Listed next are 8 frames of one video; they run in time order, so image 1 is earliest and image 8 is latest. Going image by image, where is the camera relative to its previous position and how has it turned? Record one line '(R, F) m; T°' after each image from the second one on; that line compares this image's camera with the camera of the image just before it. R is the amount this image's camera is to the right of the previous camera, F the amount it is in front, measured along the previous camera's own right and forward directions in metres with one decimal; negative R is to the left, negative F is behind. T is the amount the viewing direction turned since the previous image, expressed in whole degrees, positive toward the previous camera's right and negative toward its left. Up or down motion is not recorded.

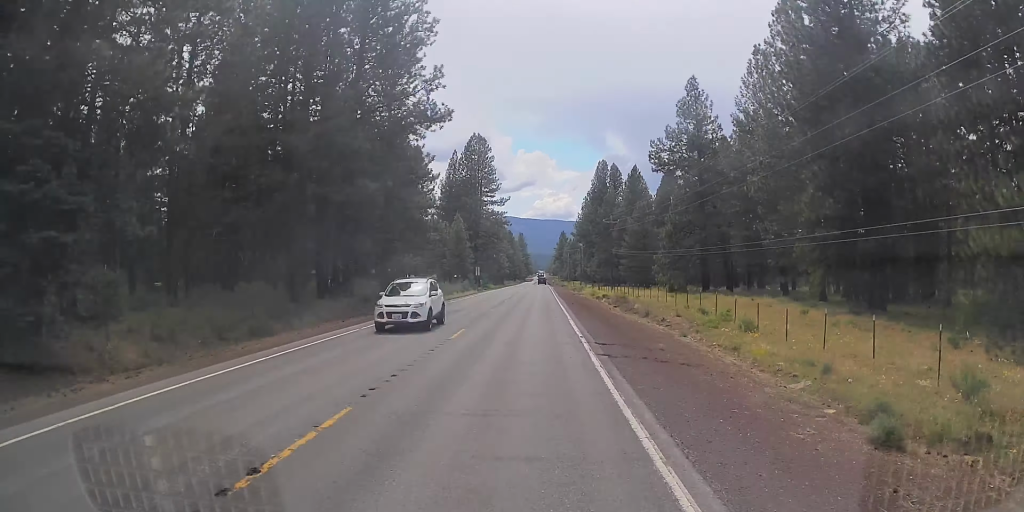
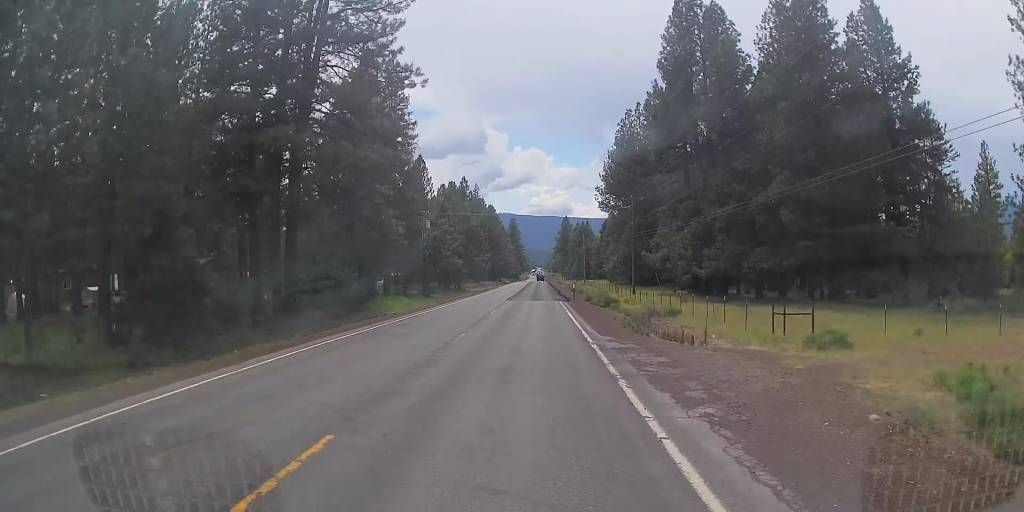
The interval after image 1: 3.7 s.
(-0.3, +95.1) m; 0°
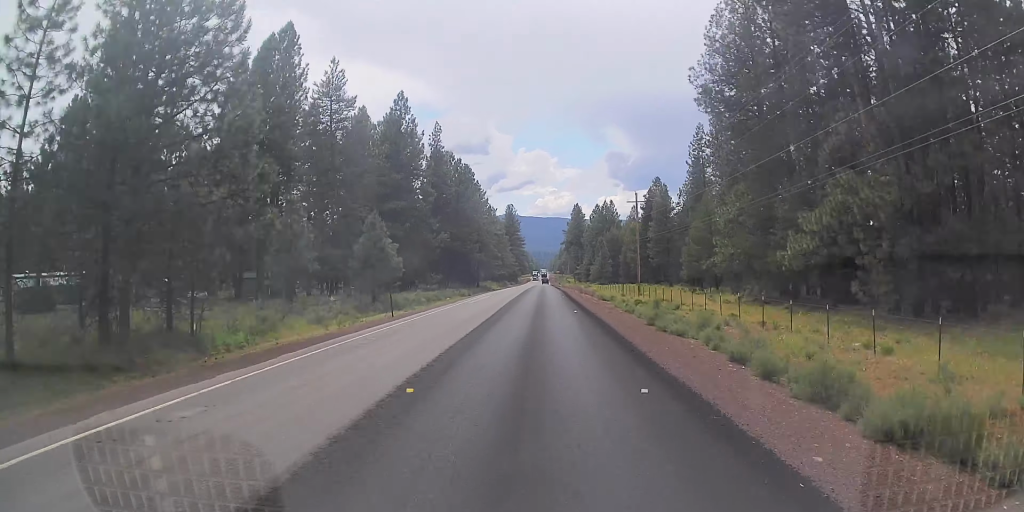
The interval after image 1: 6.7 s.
(-0.1, +76.3) m; 0°
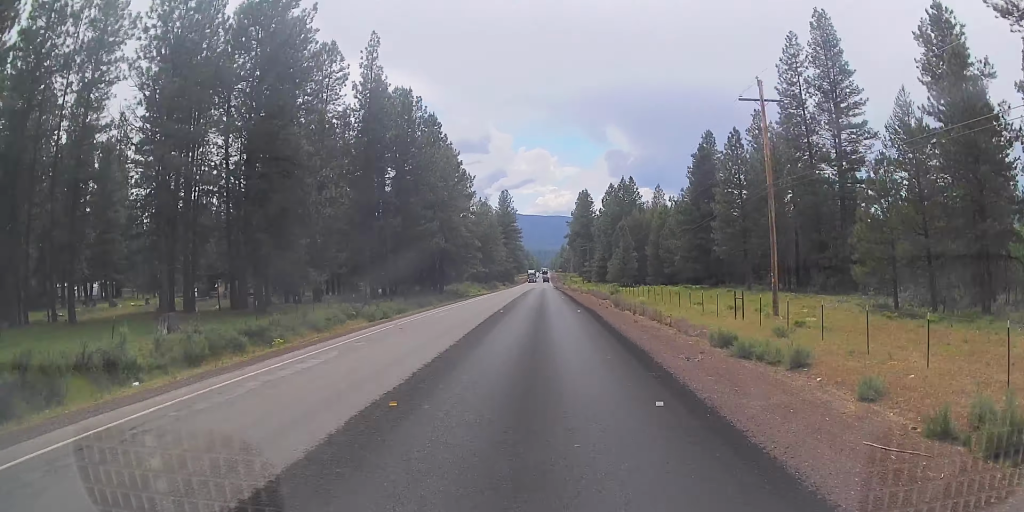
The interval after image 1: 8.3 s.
(+0.1, +42.3) m; 0°
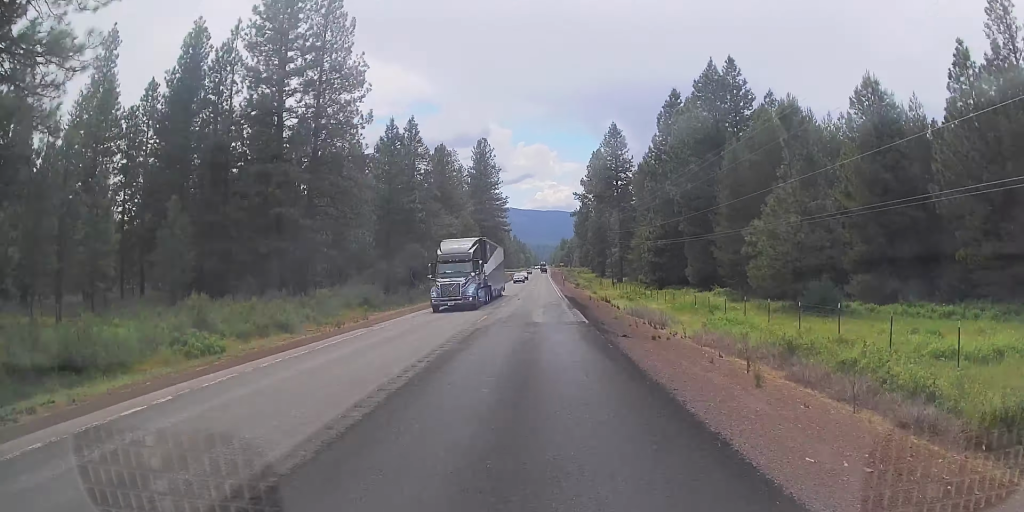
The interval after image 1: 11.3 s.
(+0.4, +82.1) m; 0°
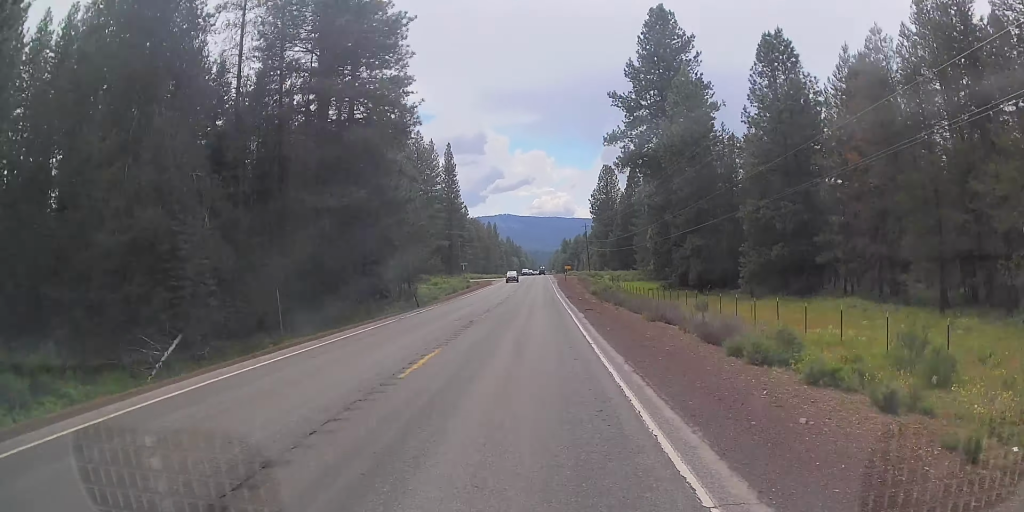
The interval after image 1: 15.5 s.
(-0.2, +113.0) m; 0°
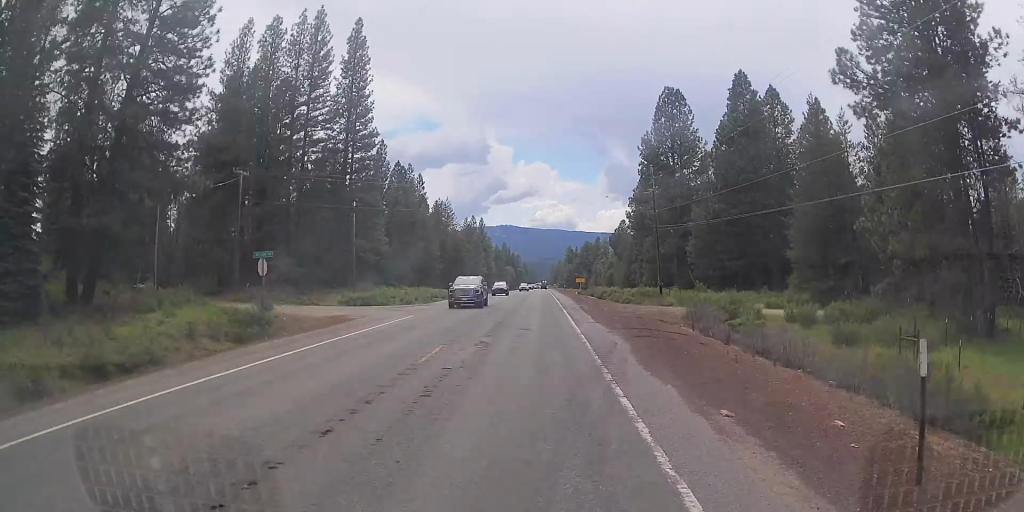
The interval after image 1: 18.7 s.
(-0.5, +88.9) m; 0°
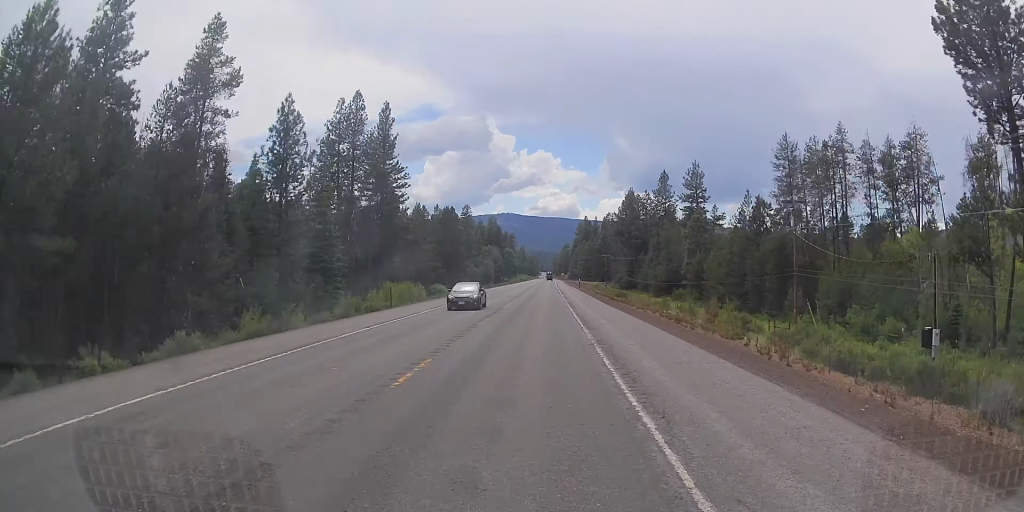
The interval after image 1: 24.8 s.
(-0.1, +168.8) m; 0°
